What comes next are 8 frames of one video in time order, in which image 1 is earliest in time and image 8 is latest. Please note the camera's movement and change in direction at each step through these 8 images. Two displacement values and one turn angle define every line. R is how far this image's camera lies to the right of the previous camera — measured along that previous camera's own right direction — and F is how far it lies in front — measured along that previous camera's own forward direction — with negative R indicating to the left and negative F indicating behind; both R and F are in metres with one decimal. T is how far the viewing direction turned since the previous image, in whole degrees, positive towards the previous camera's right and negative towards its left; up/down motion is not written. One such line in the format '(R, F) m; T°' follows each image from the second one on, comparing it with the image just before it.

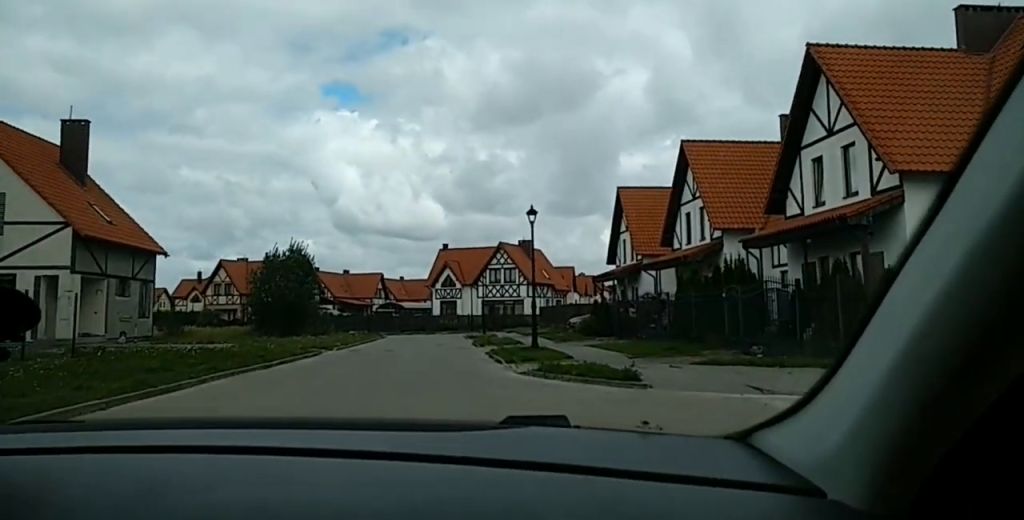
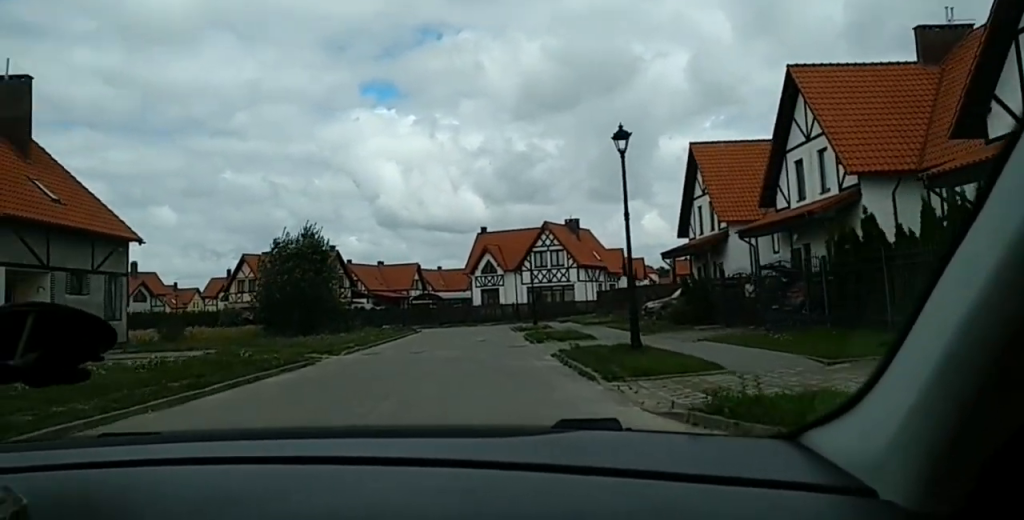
(-0.2, +8.5) m; -4°
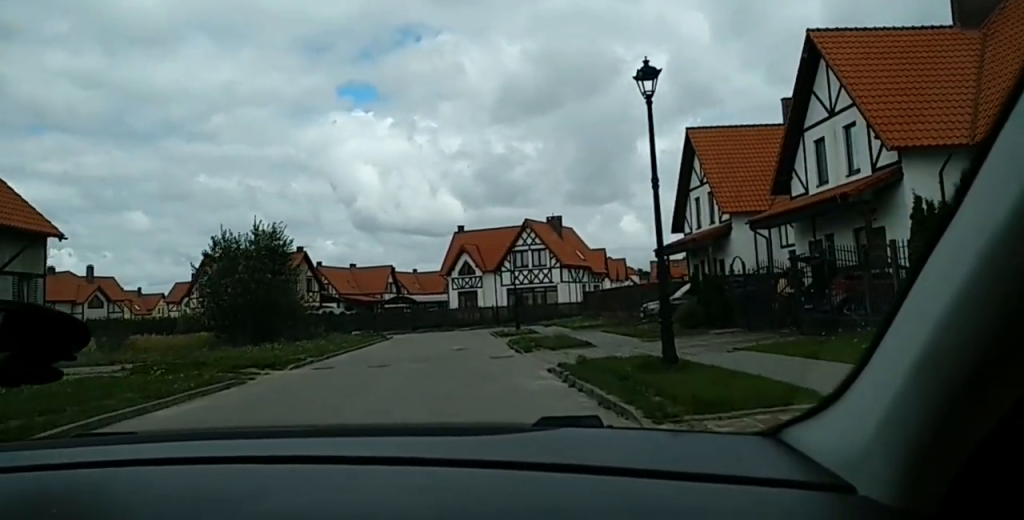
(-0.1, +4.2) m; 0°
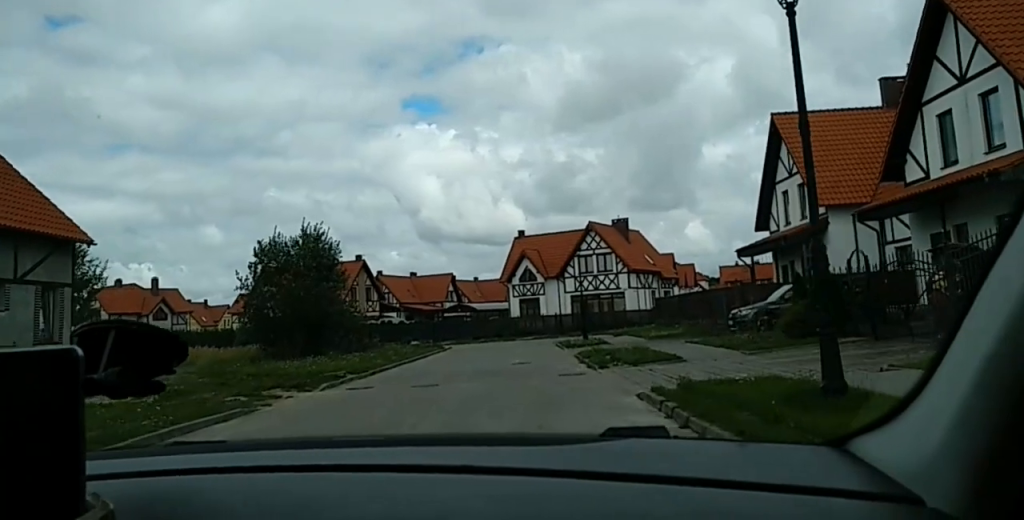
(0.0, +3.6) m; +3°
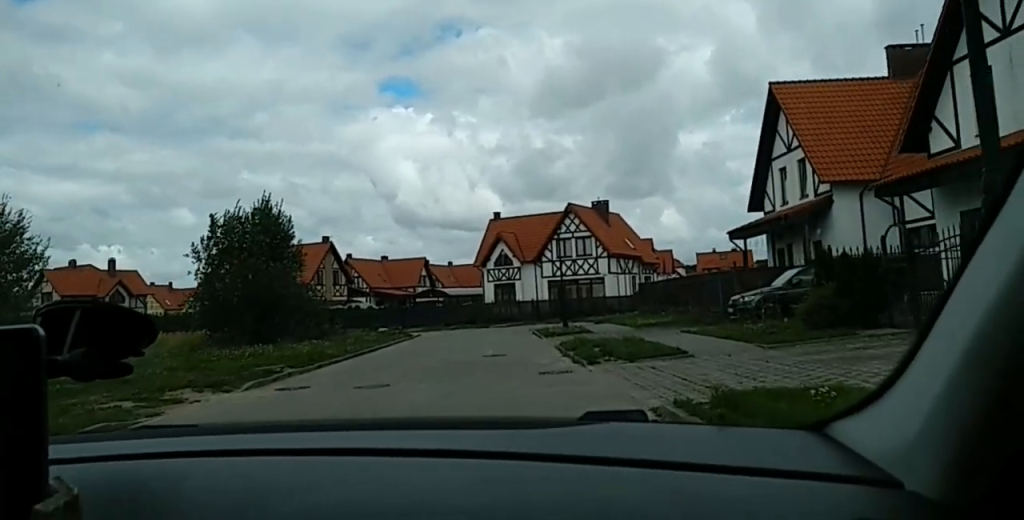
(-0.1, +3.4) m; +4°
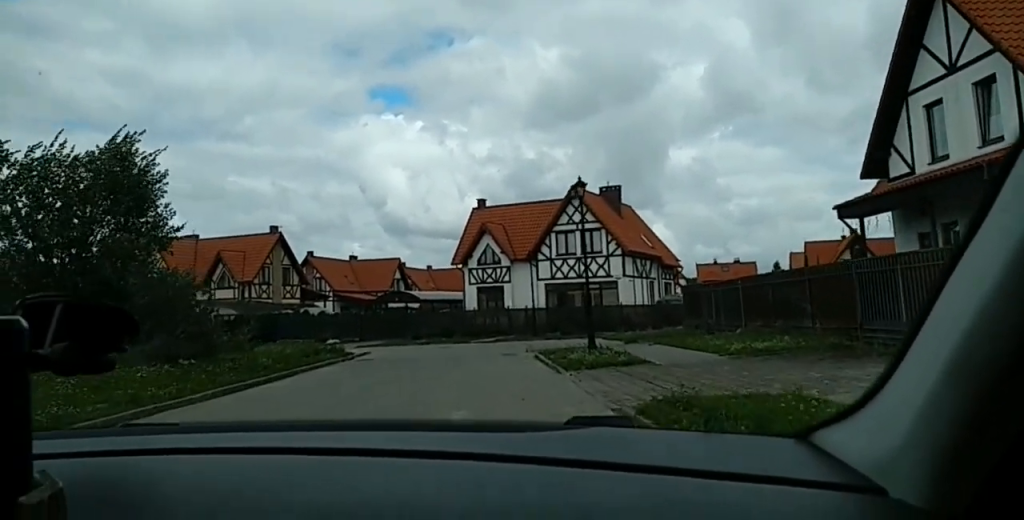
(0.0, +14.1) m; -5°
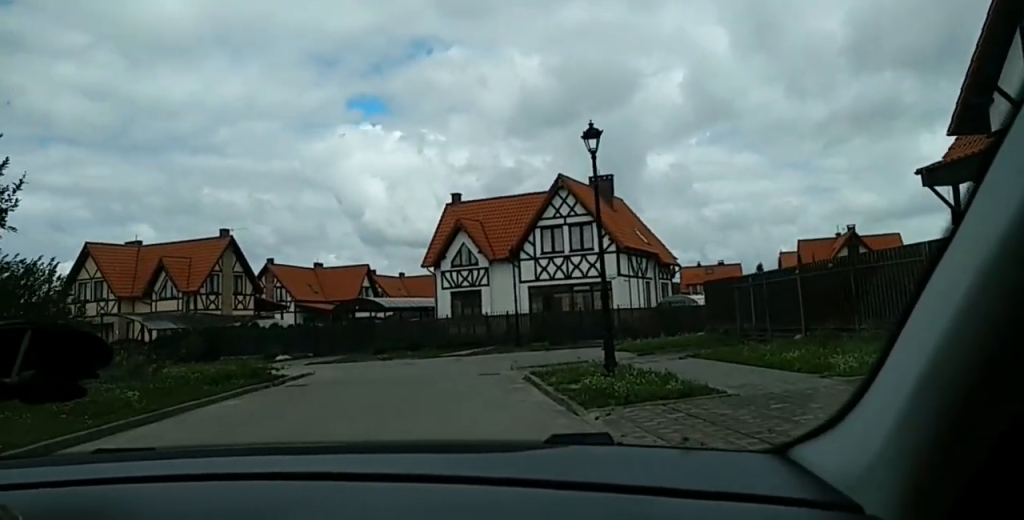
(-0.1, +6.4) m; +1°
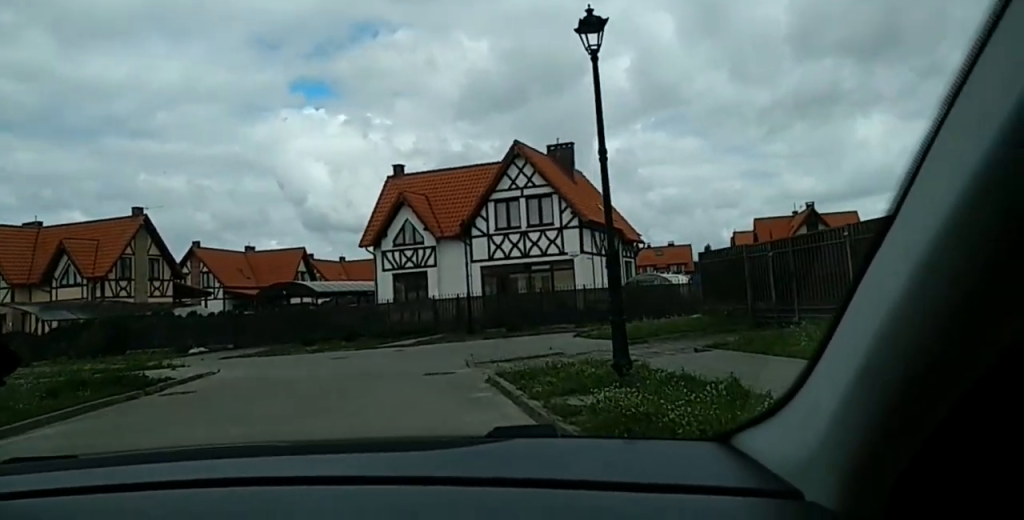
(+0.1, +4.9) m; +1°
